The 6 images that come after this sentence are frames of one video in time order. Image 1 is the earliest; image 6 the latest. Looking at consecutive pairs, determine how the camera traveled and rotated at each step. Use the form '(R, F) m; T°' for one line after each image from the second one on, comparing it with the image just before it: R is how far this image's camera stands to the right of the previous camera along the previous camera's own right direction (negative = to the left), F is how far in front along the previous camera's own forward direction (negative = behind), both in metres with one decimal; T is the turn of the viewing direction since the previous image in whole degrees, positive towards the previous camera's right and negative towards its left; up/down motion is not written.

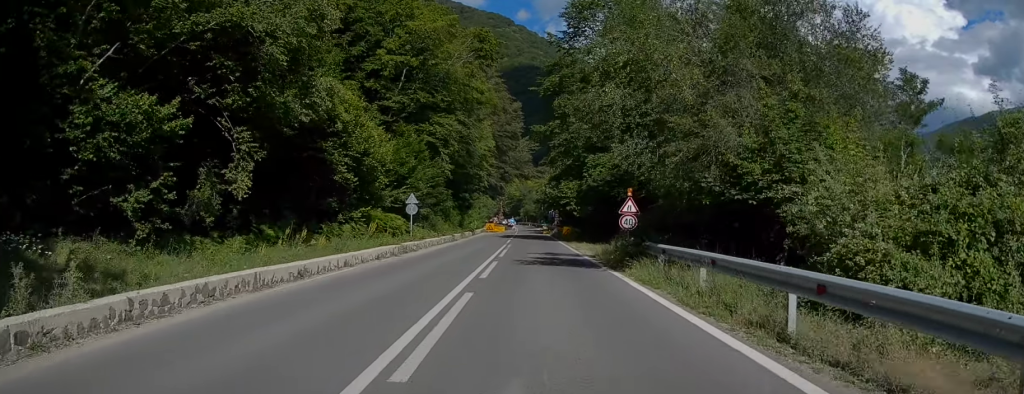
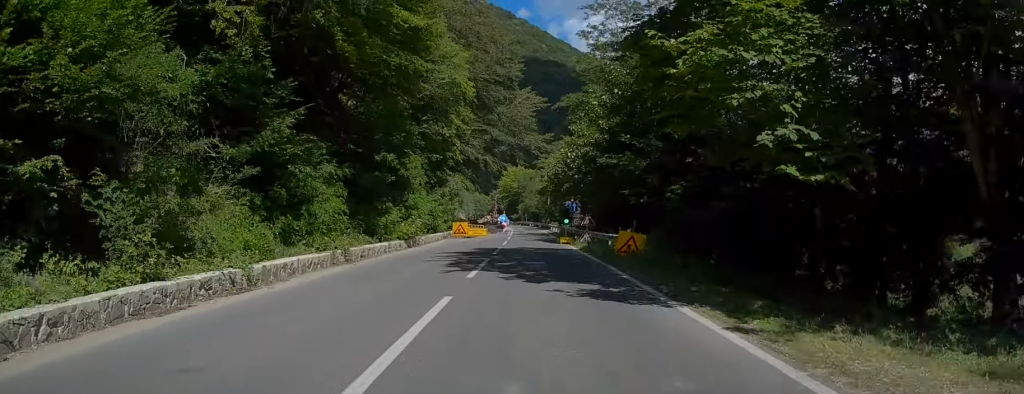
(-0.9, +35.1) m; -2°
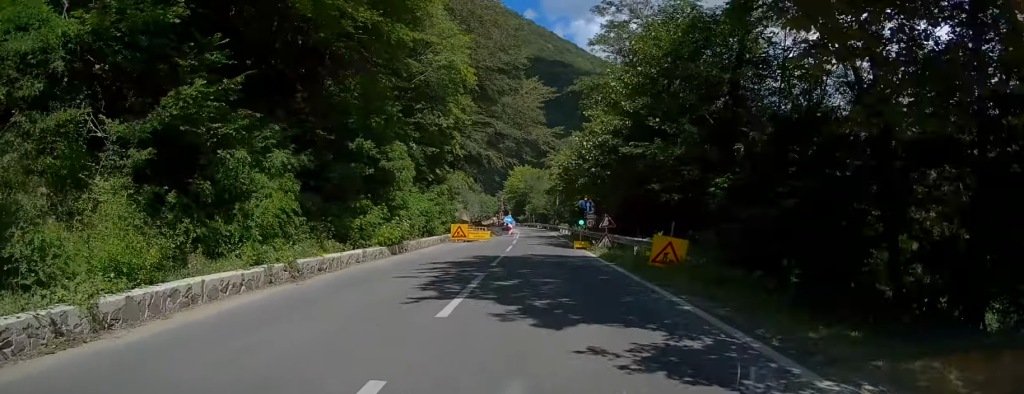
(-0.1, +4.9) m; -1°
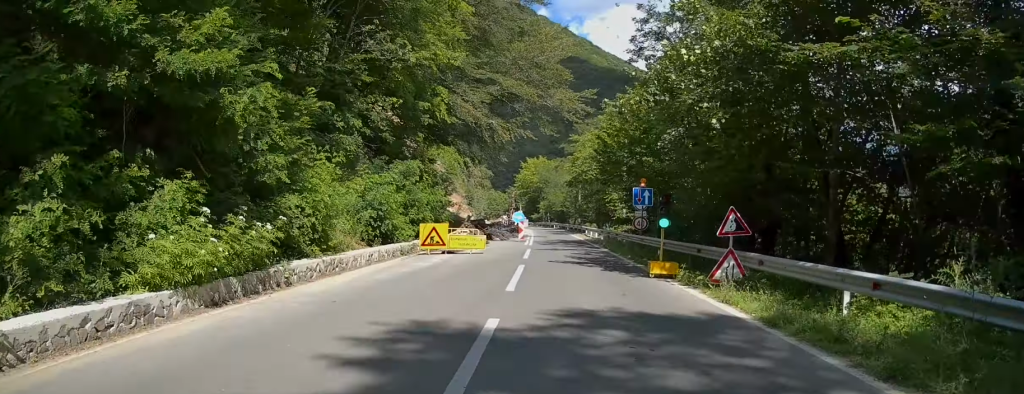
(-0.1, +14.6) m; +1°
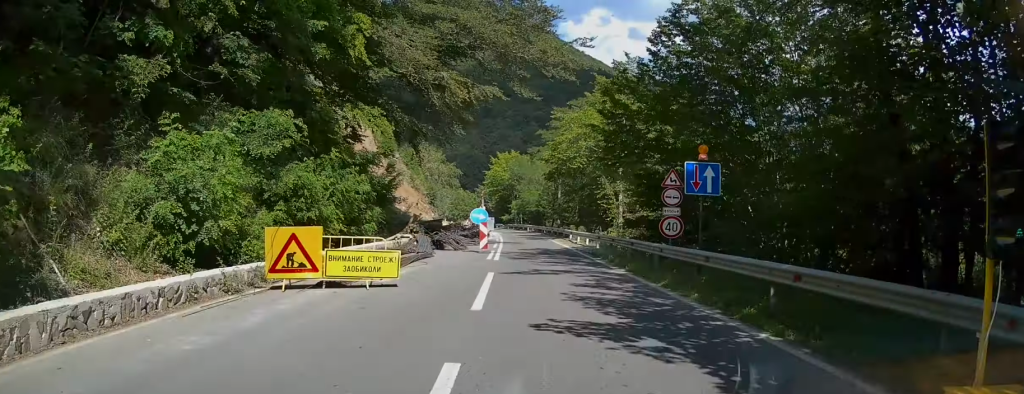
(+0.3, +11.3) m; +1°
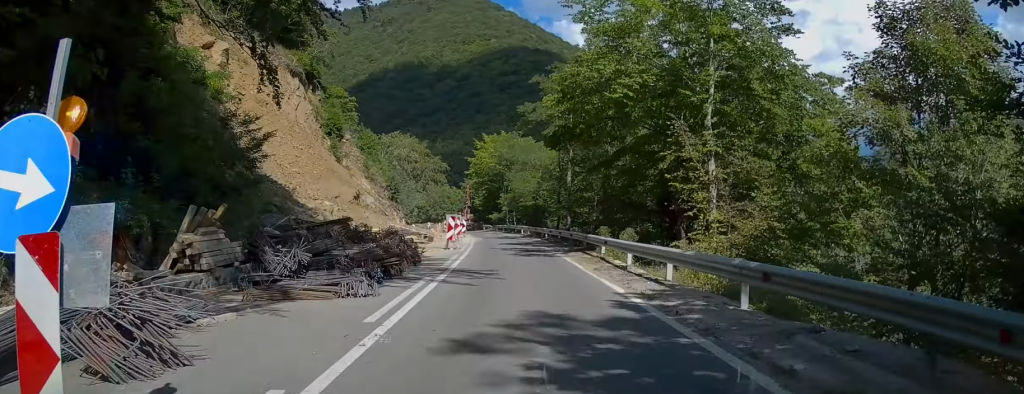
(+0.2, +20.9) m; +1°
